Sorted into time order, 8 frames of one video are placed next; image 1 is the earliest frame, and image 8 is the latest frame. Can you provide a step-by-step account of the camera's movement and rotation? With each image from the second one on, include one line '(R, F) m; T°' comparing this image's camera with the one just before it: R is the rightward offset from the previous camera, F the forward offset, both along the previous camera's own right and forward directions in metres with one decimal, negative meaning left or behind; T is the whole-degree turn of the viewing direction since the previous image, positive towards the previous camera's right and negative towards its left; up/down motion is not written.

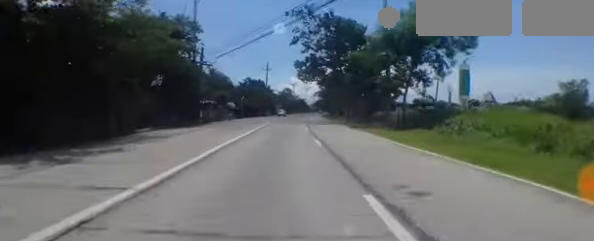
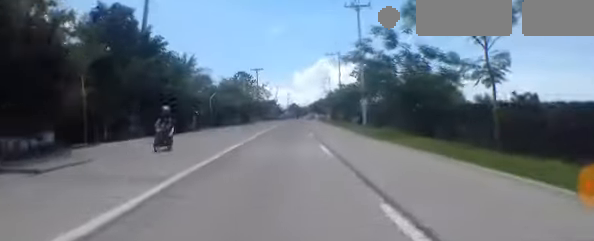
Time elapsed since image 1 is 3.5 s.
(+1.3, +62.1) m; +5°
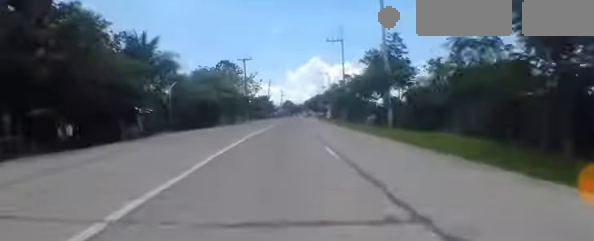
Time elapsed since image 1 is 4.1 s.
(-0.1, +10.4) m; +1°
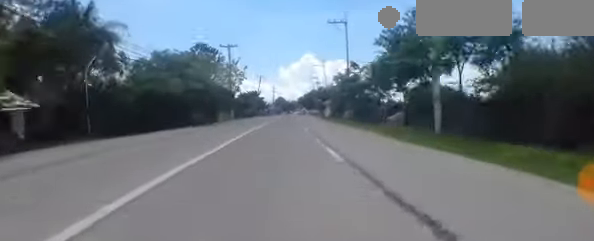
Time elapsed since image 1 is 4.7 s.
(+0.1, +9.3) m; +1°
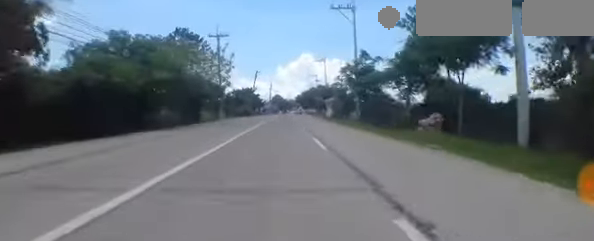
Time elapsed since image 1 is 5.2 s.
(+0.1, +7.1) m; +1°
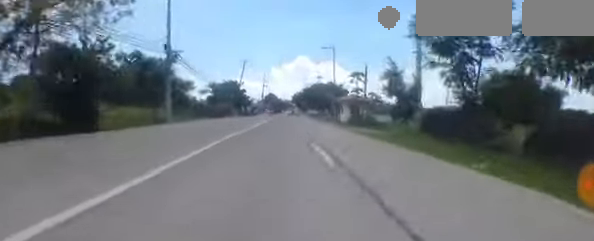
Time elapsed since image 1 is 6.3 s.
(+0.1, +18.5) m; +1°
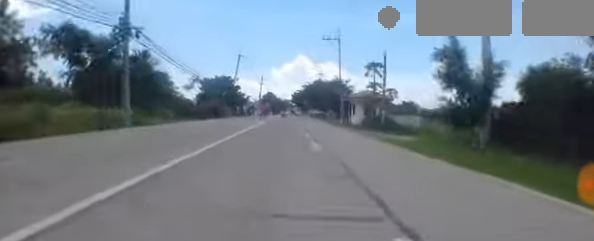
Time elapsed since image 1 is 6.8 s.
(+0.2, +7.4) m; 0°
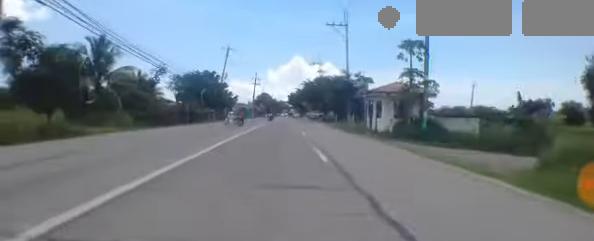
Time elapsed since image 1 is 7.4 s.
(+0.1, +9.4) m; 0°
